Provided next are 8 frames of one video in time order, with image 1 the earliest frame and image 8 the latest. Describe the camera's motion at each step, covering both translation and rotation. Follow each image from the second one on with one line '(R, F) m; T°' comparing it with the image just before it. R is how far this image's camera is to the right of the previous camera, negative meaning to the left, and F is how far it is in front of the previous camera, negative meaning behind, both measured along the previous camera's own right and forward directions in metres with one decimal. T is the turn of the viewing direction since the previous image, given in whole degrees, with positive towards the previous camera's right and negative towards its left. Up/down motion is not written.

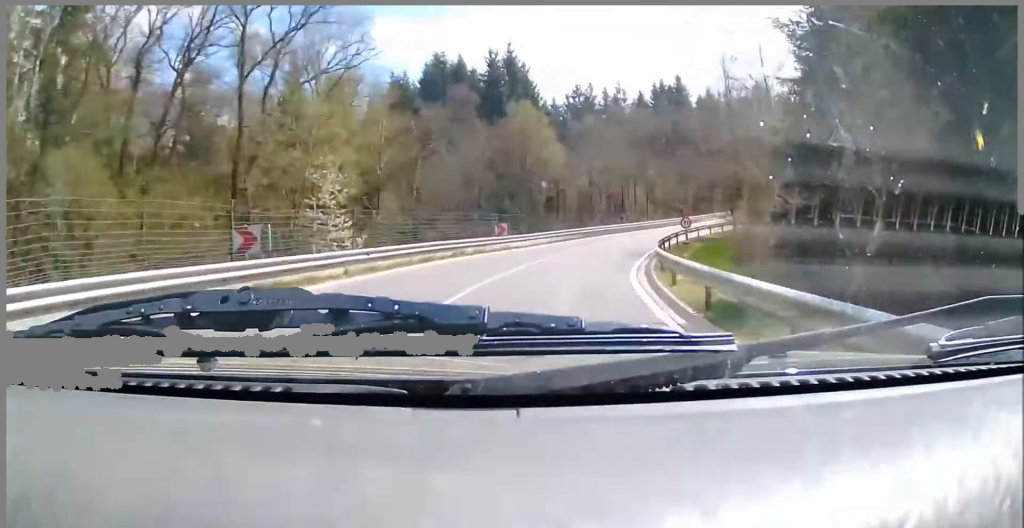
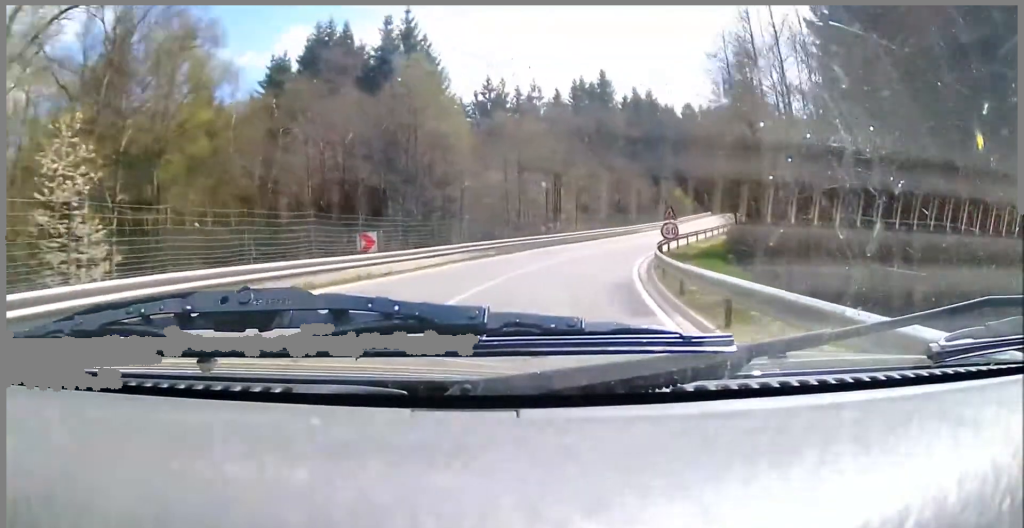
(+0.4, +13.8) m; +8°
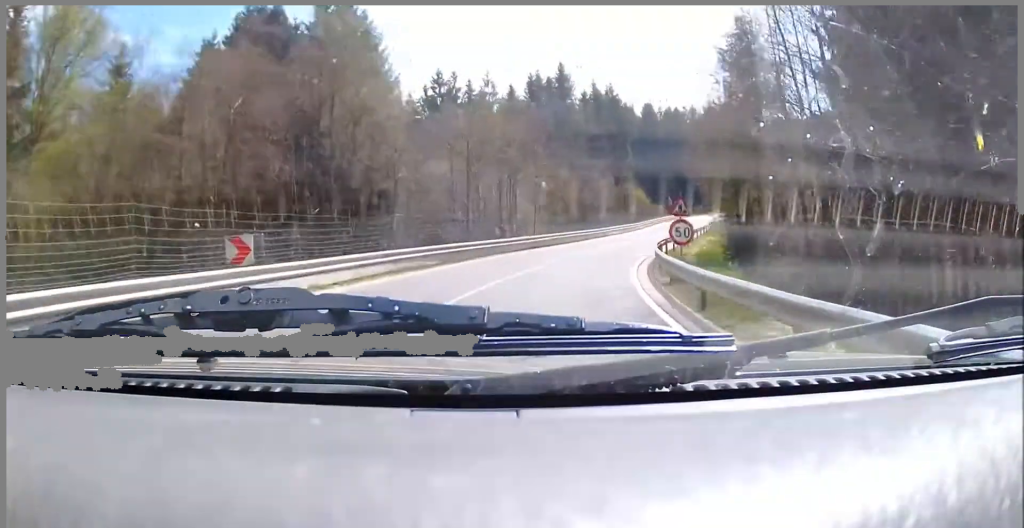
(0.0, +6.7) m; +7°
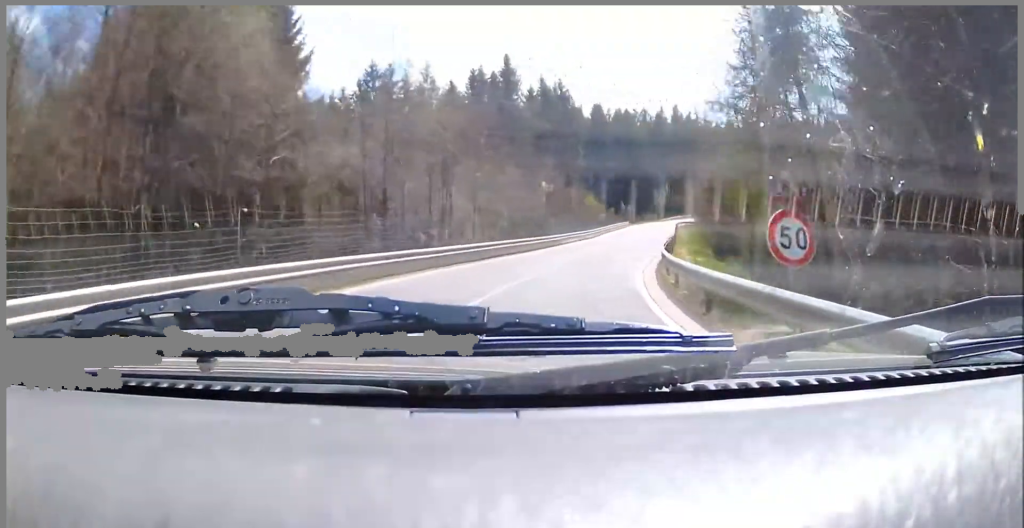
(+0.1, +7.9) m; +10°
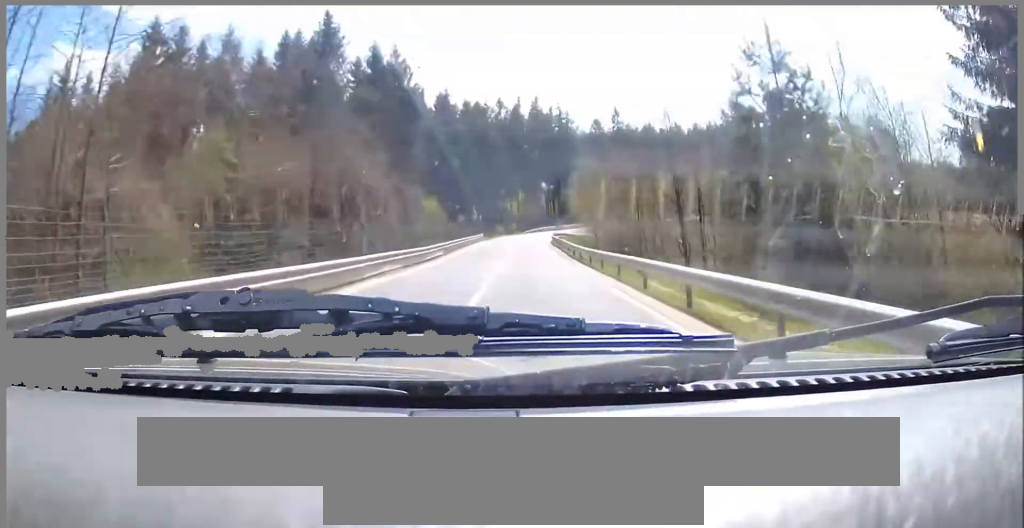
(+5.9, +19.2) m; +24°
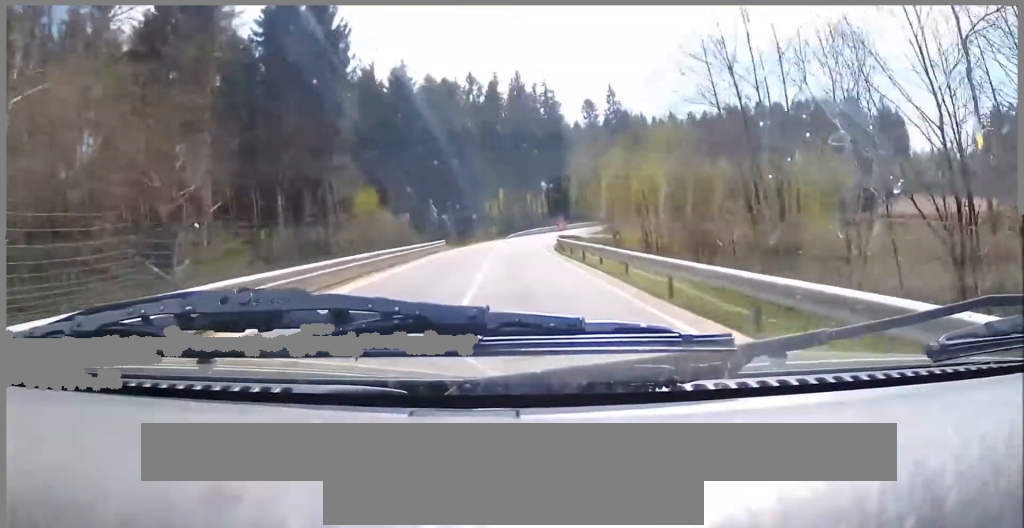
(+1.7, +19.4) m; +7°
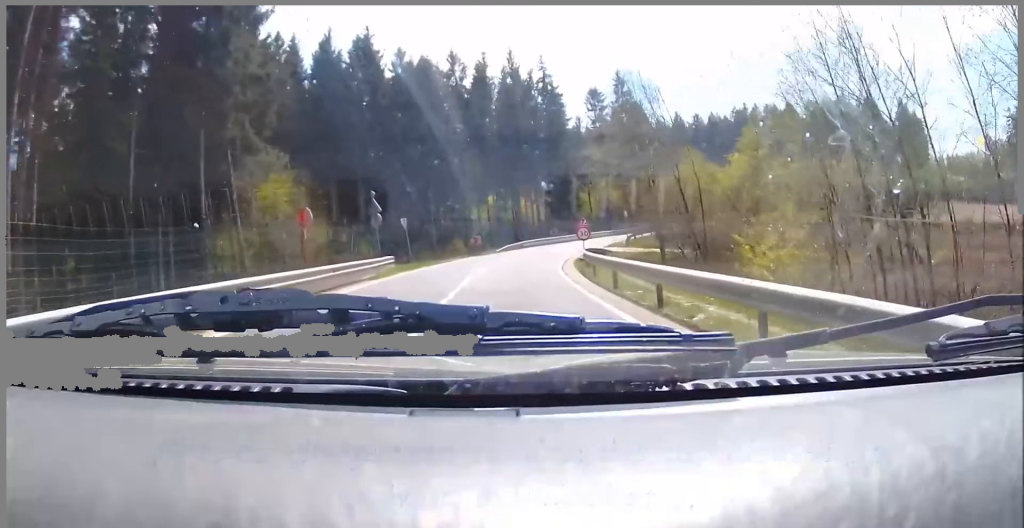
(+0.4, +17.3) m; -2°
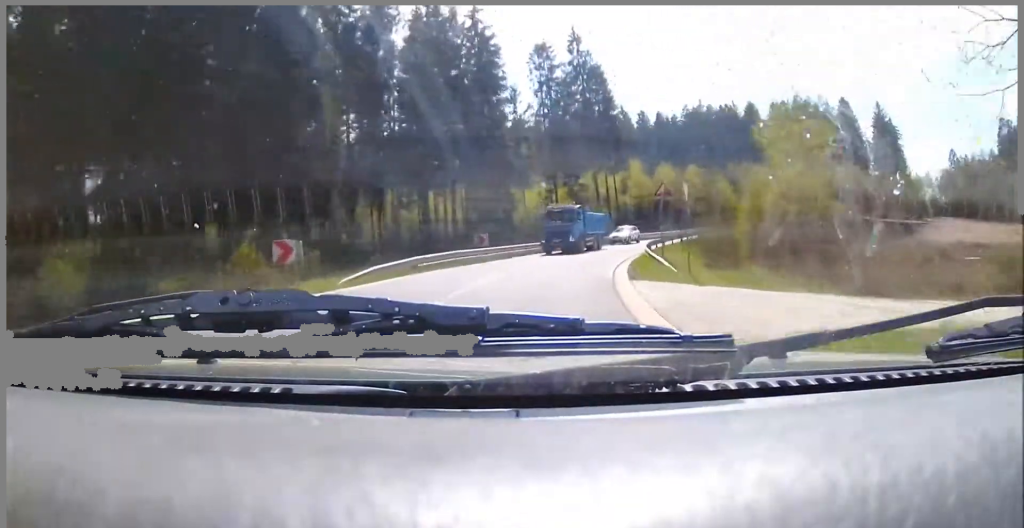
(-1.1, +33.2) m; +3°
